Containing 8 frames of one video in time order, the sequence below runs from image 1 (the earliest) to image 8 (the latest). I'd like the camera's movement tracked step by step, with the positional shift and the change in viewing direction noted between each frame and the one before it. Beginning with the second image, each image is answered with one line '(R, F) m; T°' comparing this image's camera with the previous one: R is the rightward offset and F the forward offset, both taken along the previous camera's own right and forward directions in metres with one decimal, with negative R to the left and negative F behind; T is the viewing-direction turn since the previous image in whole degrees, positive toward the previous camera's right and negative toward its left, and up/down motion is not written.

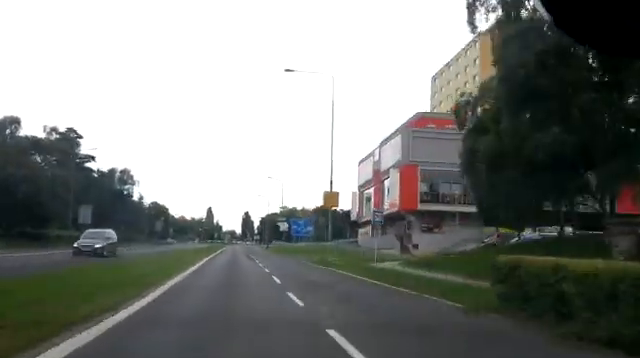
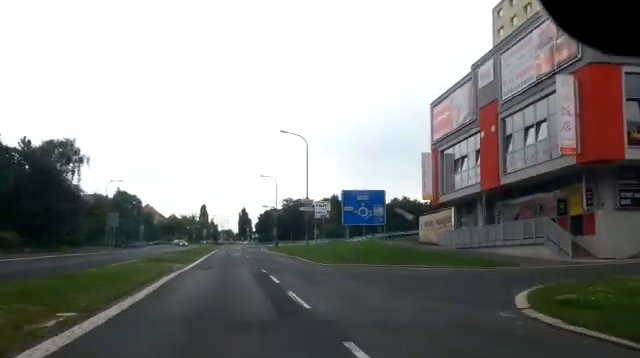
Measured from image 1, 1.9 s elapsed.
(-0.5, +29.4) m; -2°
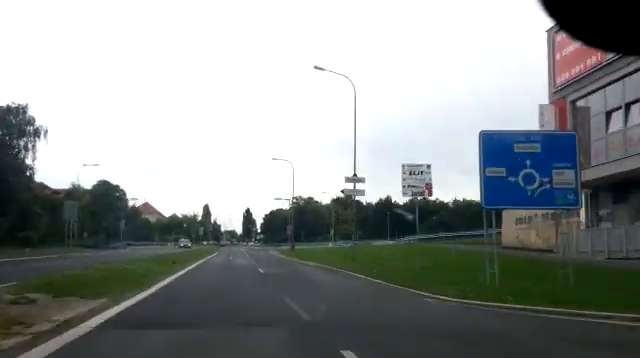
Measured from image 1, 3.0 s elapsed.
(-0.2, +16.4) m; 0°
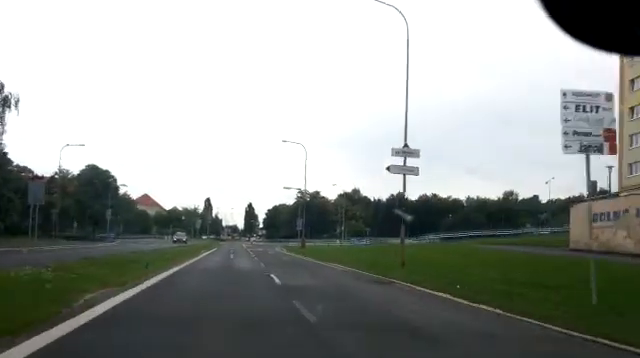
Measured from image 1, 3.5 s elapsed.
(+0.1, +7.6) m; 0°
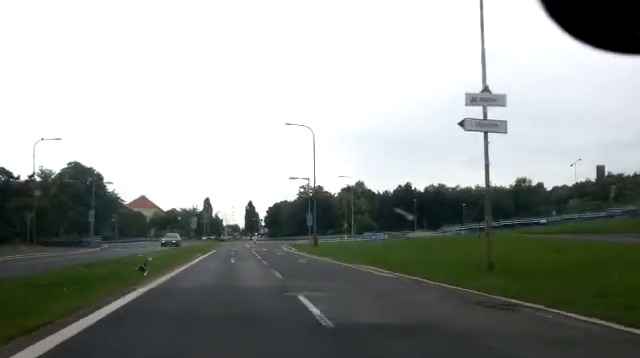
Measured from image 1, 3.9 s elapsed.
(+0.1, +6.6) m; 0°
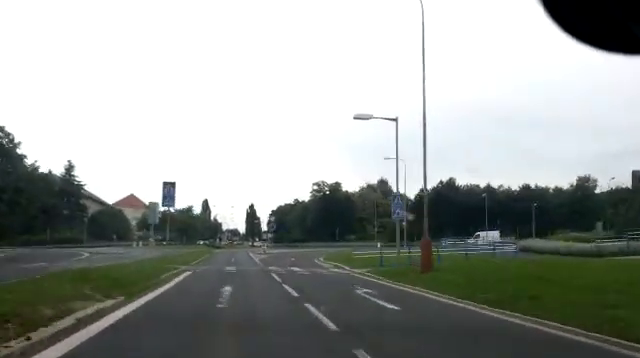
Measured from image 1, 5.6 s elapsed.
(-0.2, +25.0) m; 0°
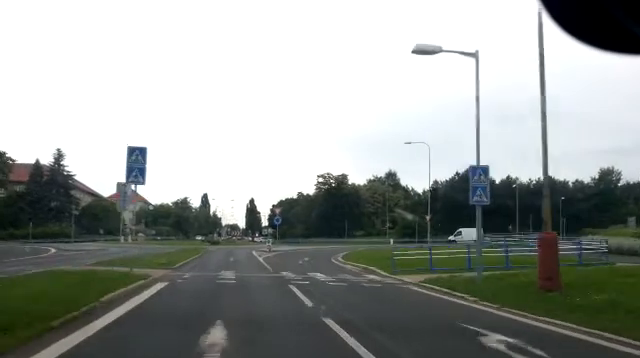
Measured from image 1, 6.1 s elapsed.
(-0.1, +7.1) m; 0°
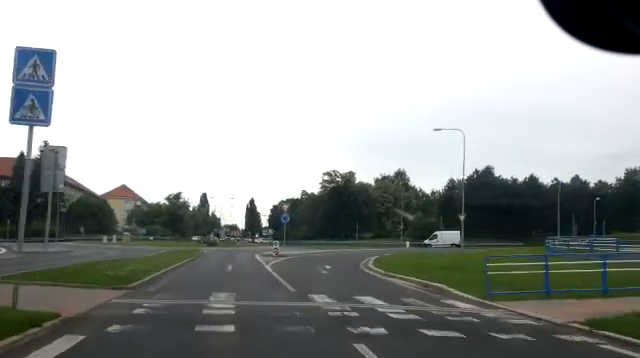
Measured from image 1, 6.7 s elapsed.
(+0.1, +7.5) m; 0°
